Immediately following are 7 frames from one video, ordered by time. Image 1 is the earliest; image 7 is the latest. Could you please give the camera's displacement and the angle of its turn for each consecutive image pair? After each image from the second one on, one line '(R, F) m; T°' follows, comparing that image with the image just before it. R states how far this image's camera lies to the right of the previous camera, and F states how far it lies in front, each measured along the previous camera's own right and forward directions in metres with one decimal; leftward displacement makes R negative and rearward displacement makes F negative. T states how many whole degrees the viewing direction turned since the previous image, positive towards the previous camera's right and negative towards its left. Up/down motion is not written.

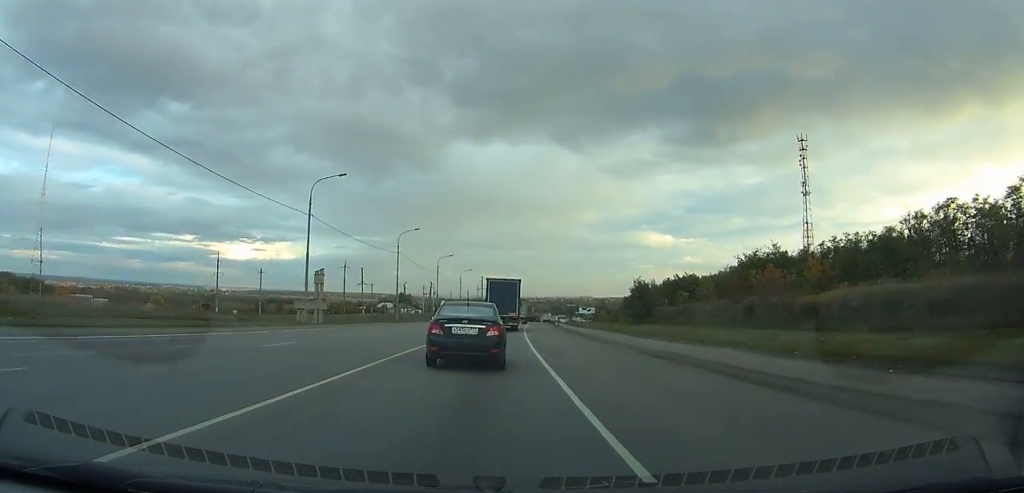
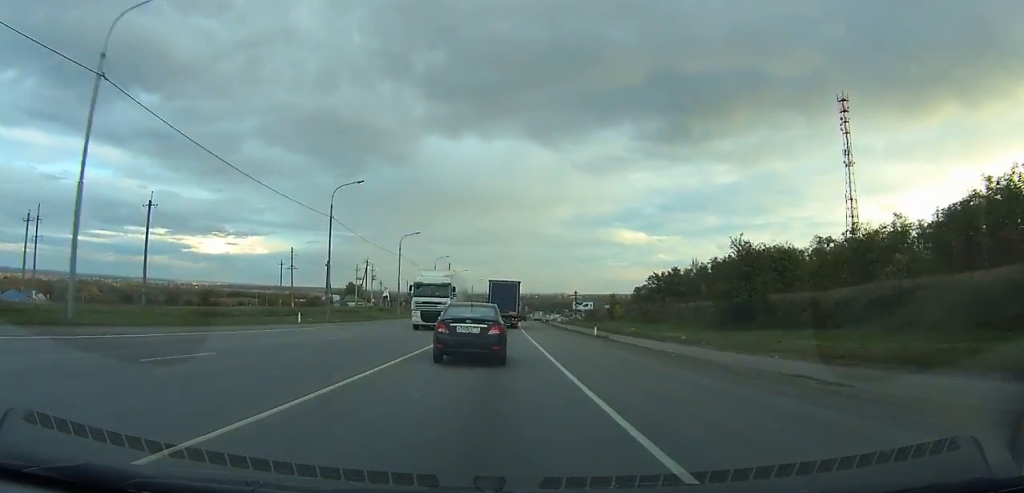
(+0.5, +51.9) m; +2°
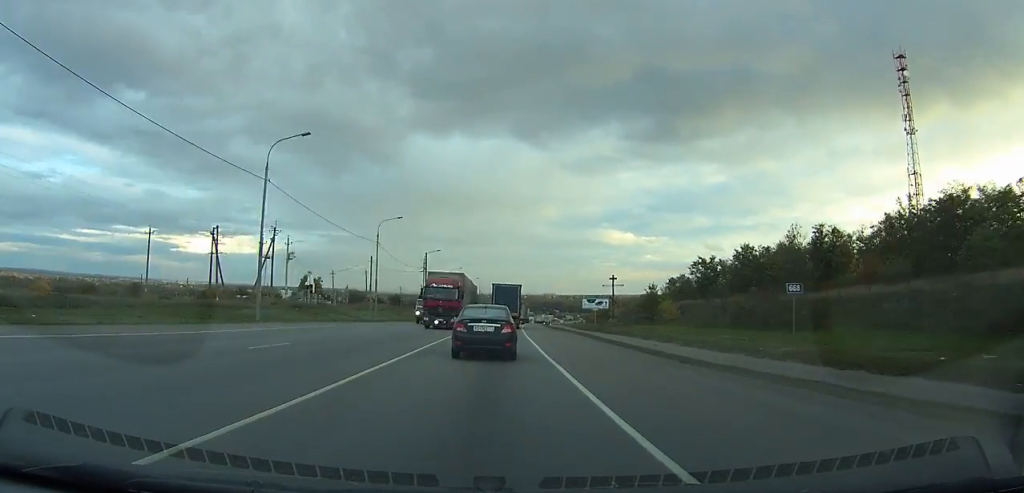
(+0.8, +43.5) m; +2°
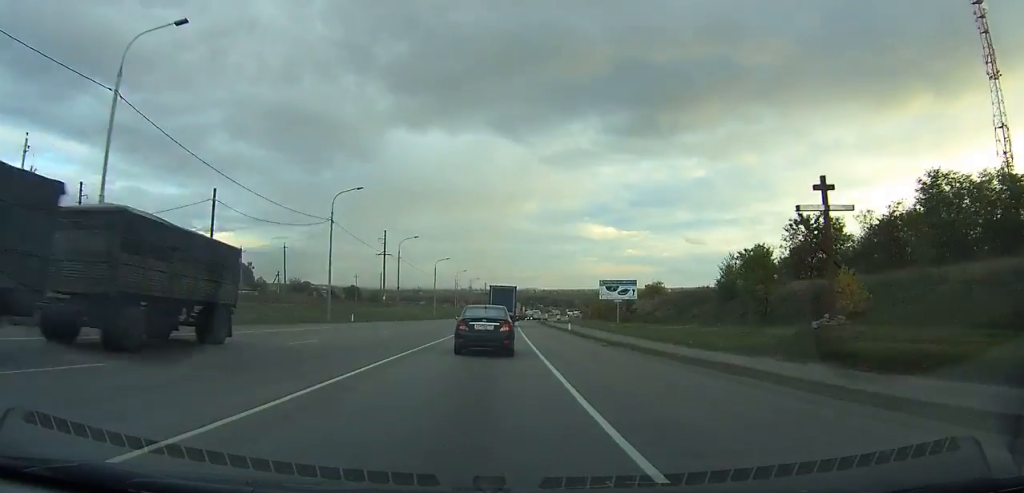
(+0.6, +46.4) m; +1°
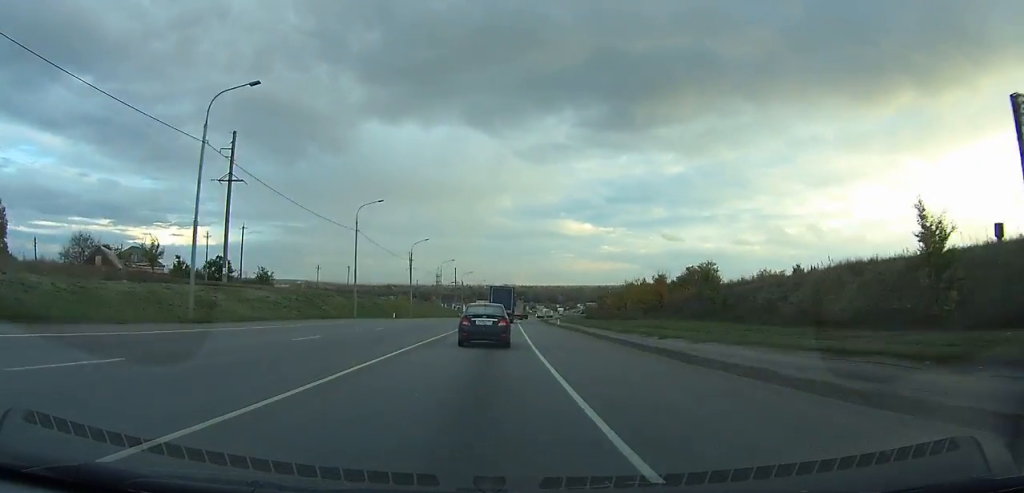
(+1.8, +86.0) m; +2°
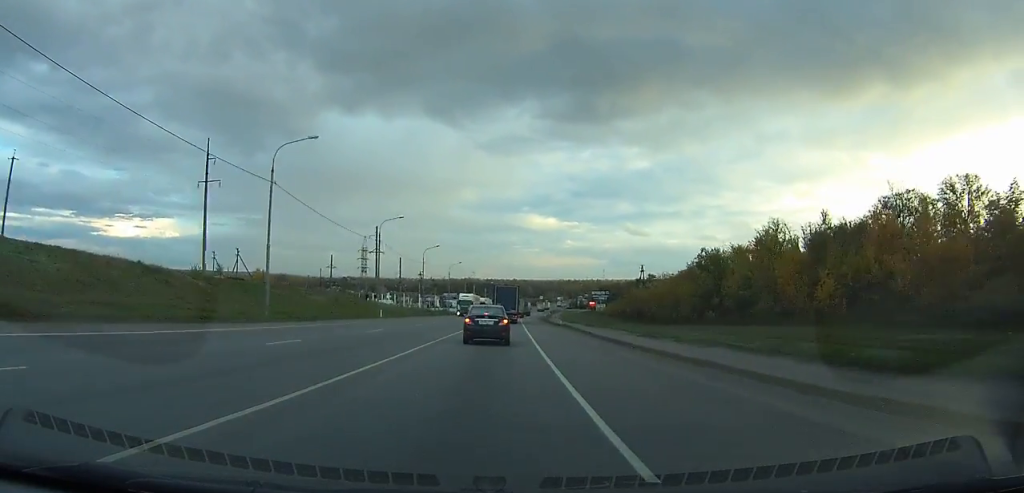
(+2.9, +107.8) m; +3°
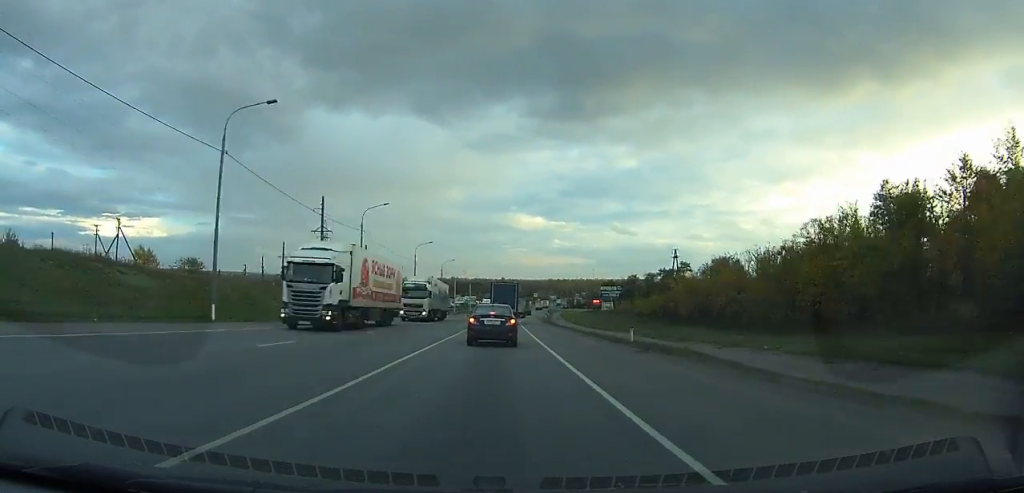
(+0.1, +33.4) m; +1°
